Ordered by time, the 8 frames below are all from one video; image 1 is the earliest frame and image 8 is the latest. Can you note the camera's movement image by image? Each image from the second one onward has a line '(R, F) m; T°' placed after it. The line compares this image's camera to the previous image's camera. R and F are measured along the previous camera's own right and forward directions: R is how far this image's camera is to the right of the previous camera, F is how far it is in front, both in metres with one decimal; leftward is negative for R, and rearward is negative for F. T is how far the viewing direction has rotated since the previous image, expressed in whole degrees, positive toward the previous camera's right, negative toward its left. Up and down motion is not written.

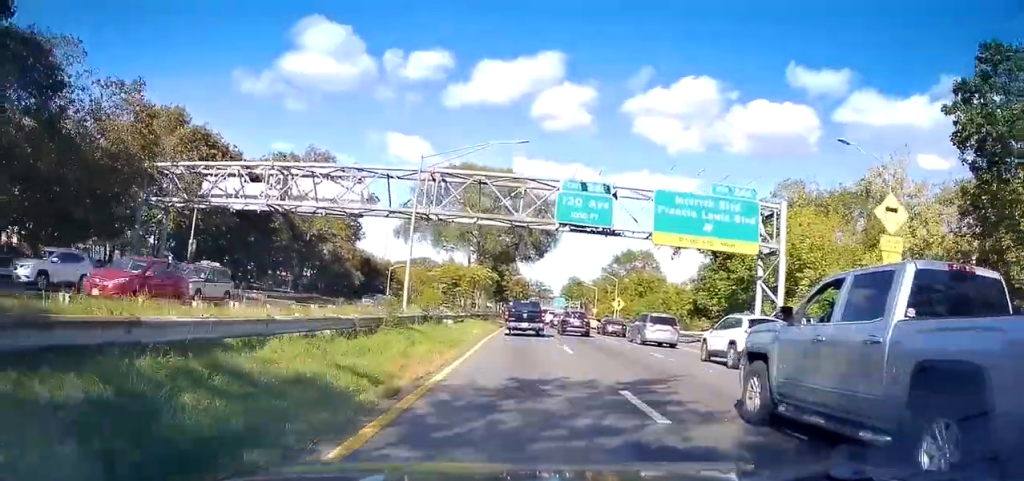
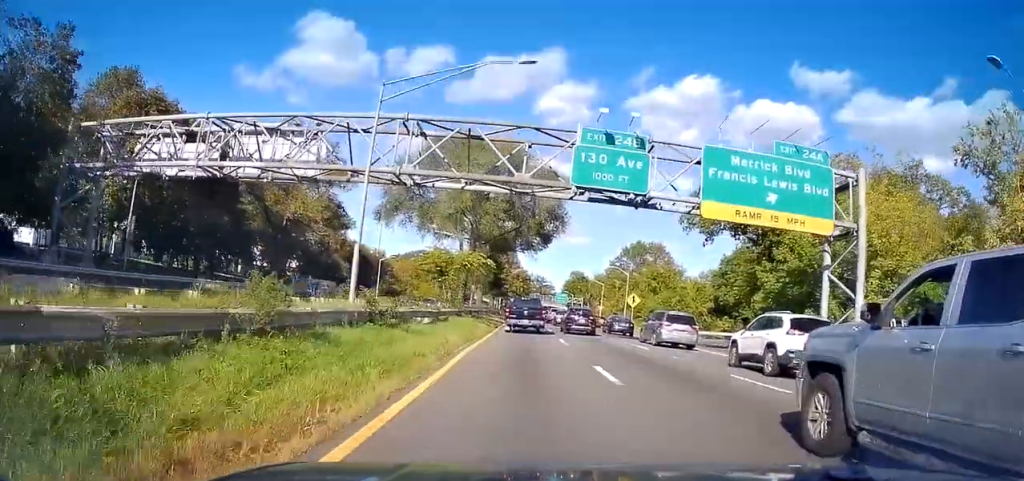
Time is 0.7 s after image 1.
(+0.3, +9.2) m; +1°
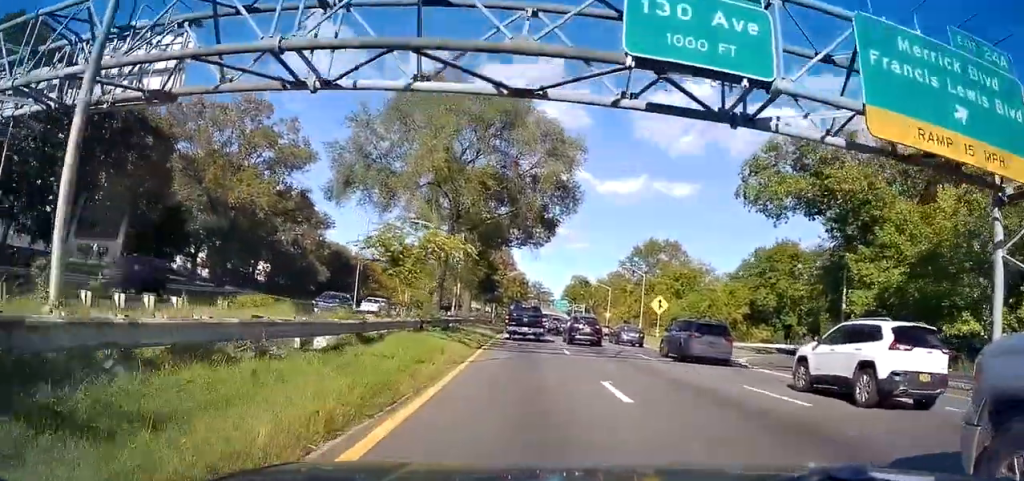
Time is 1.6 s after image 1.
(-0.2, +13.6) m; +1°
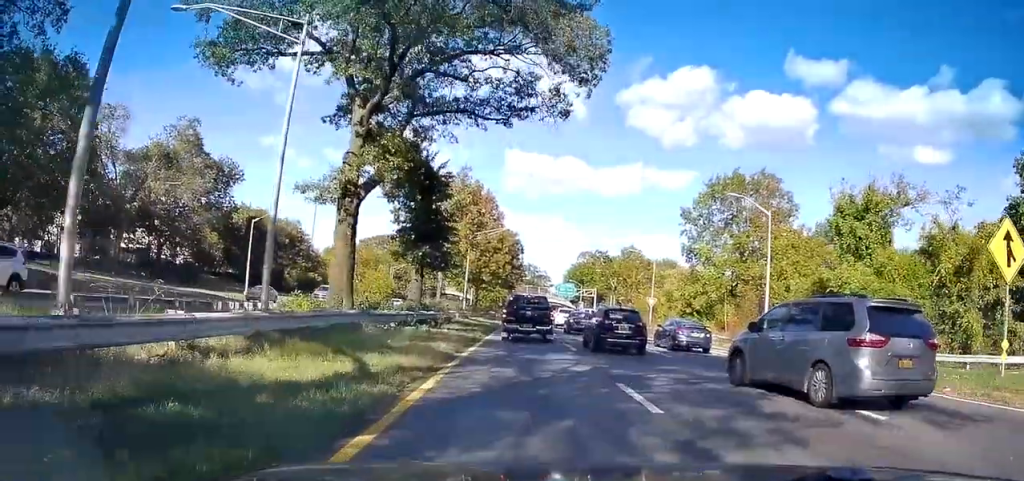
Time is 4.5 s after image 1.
(+0.1, +41.0) m; 0°
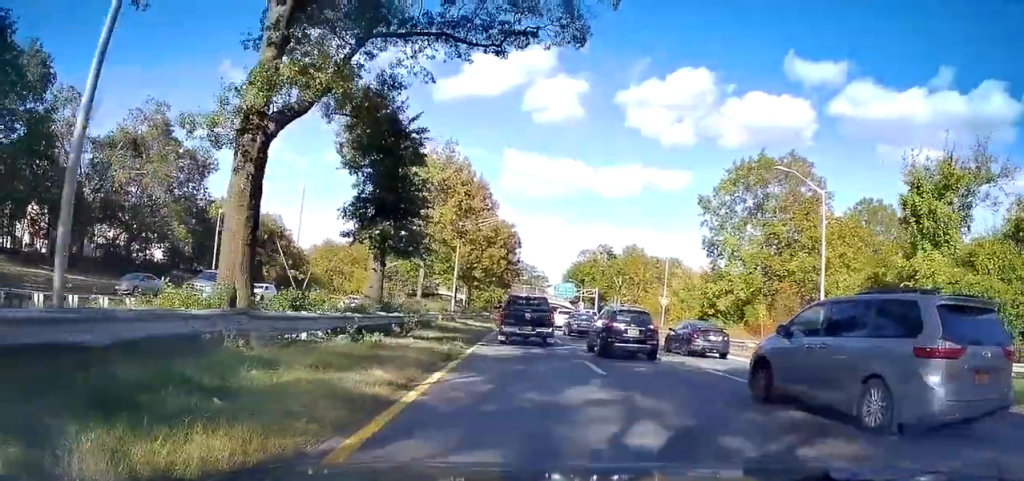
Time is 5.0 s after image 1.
(0.0, +7.7) m; 0°
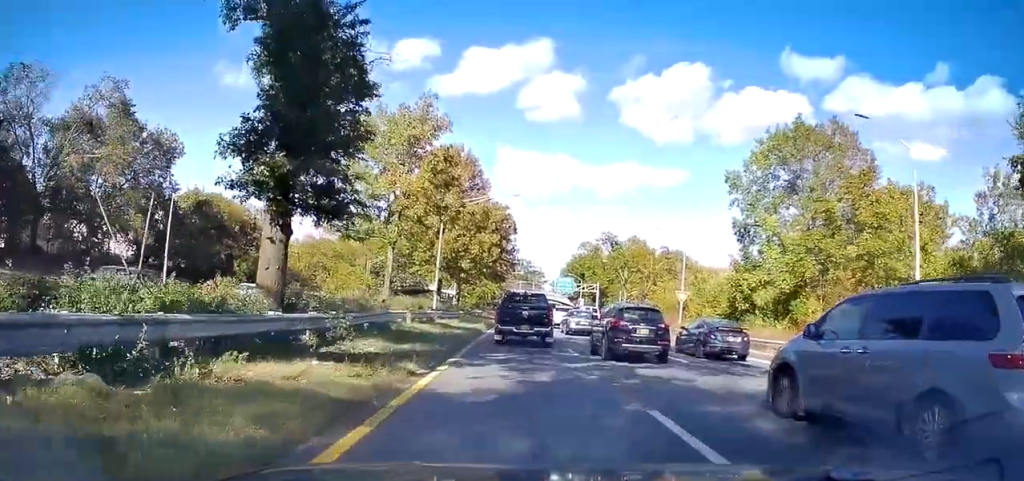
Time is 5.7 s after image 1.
(0.0, +9.2) m; 0°
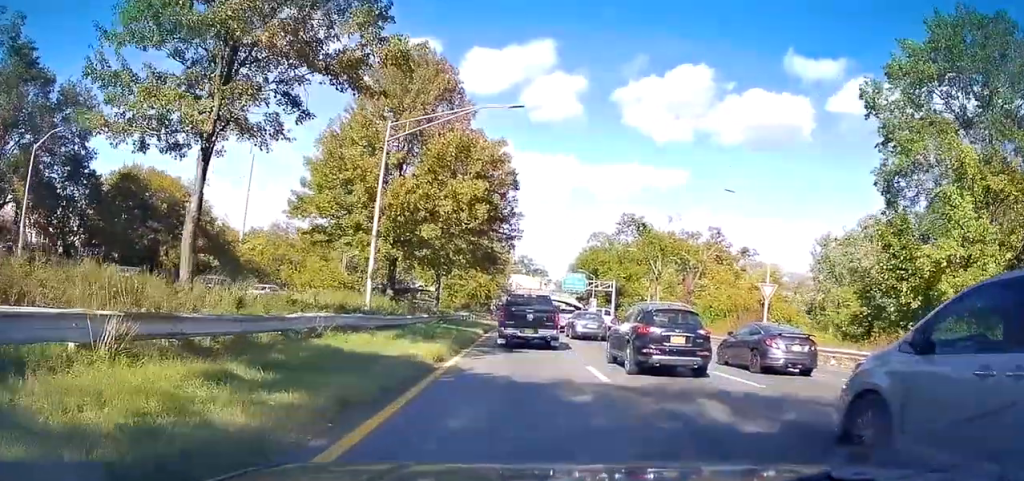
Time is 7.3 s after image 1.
(+0.3, +20.7) m; +1°
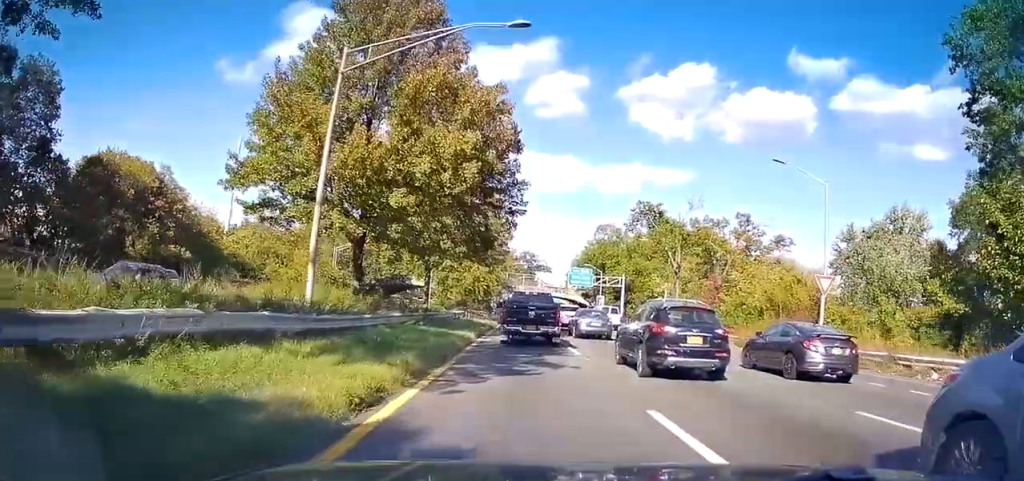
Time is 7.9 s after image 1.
(-0.1, +7.0) m; 0°
